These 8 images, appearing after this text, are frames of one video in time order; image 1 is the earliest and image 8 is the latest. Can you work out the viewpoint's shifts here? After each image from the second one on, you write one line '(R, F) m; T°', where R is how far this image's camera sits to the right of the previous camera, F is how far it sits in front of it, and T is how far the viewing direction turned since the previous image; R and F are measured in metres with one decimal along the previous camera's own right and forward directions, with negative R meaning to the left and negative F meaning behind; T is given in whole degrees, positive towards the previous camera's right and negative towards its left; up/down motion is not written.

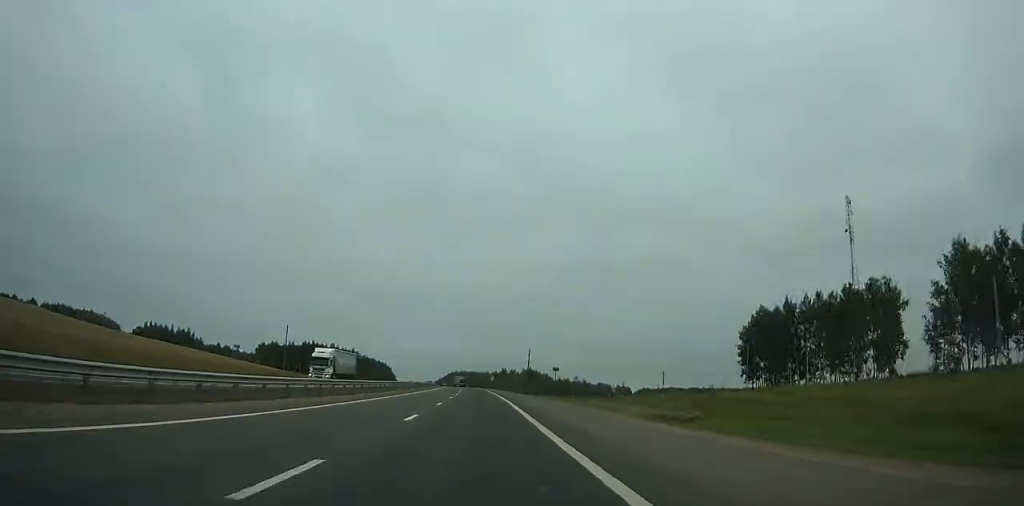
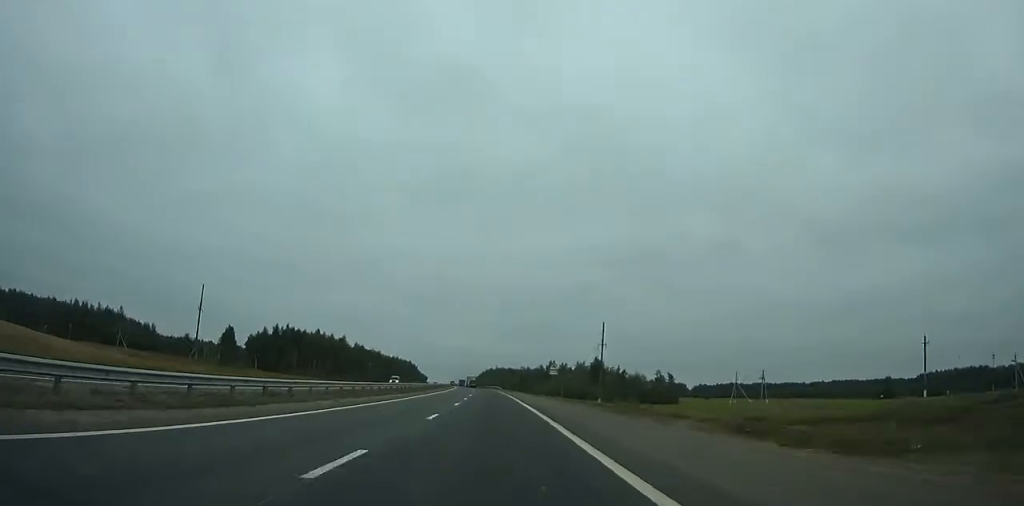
(-2.1, +94.4) m; -3°
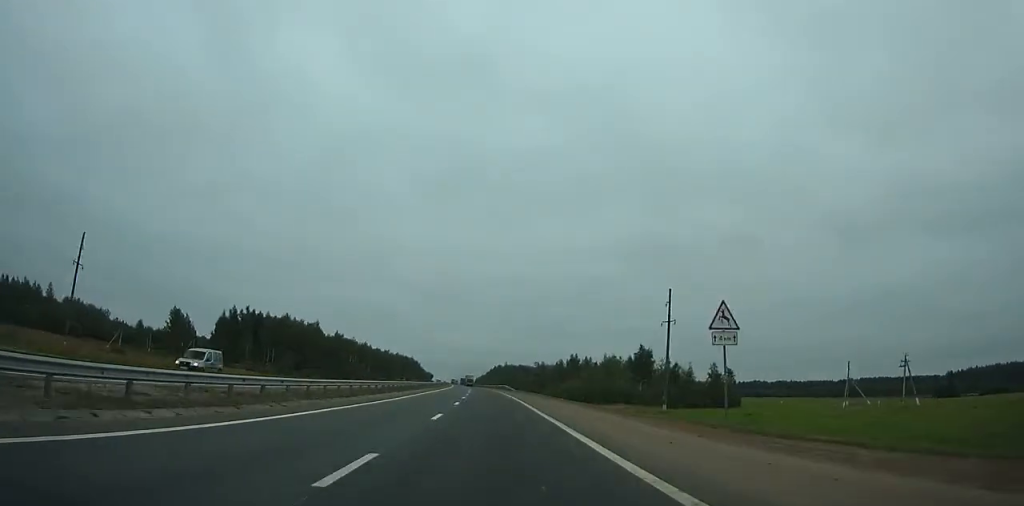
(-1.1, +47.4) m; -1°
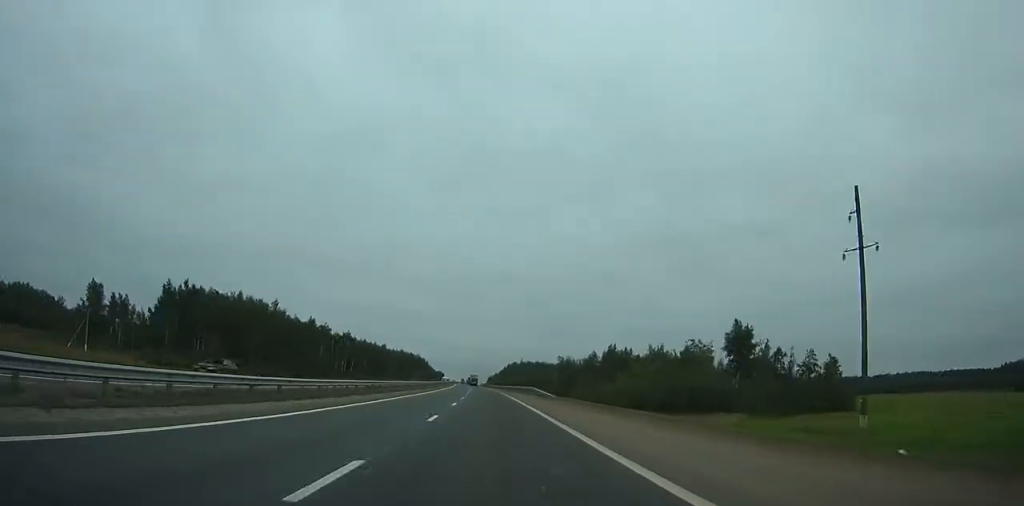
(-0.6, +47.9) m; -1°
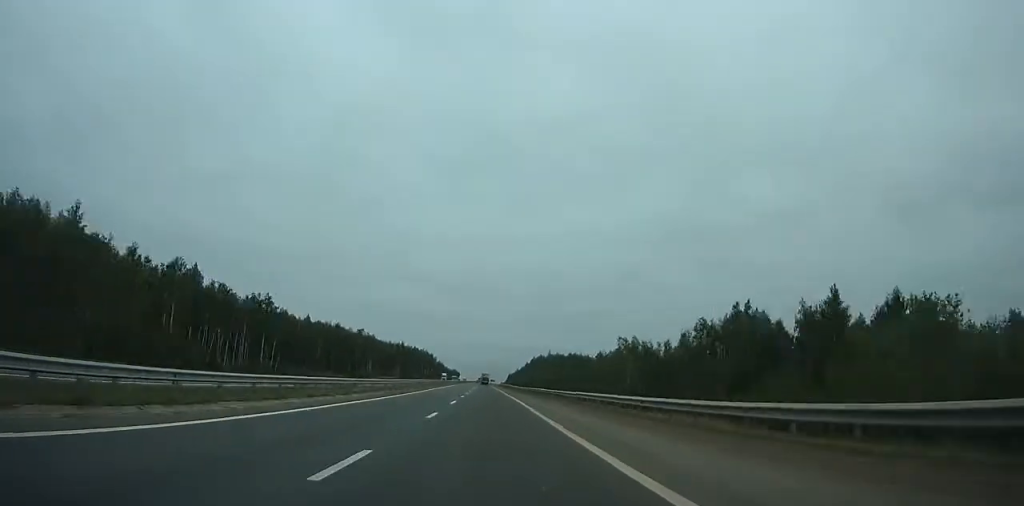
(-1.1, +80.9) m; -2°
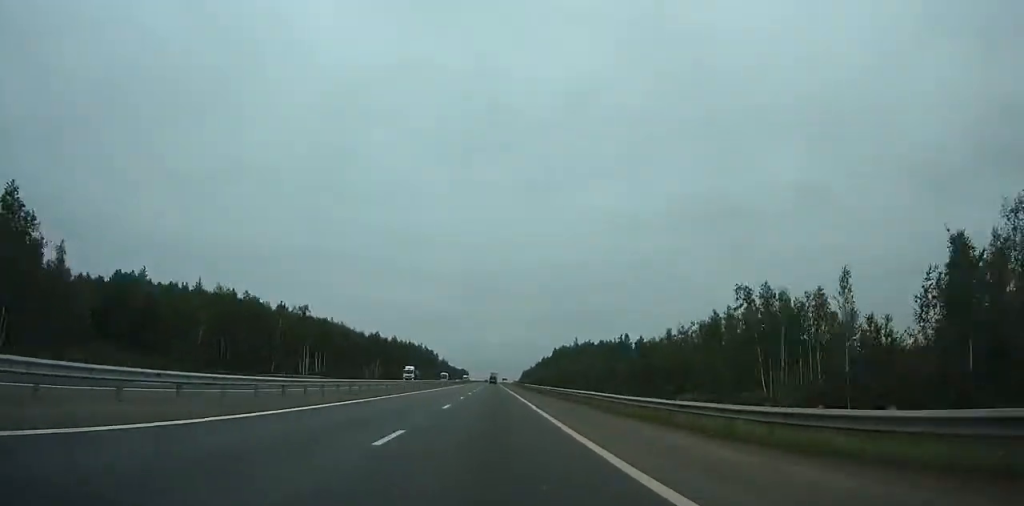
(-0.8, +68.0) m; -1°
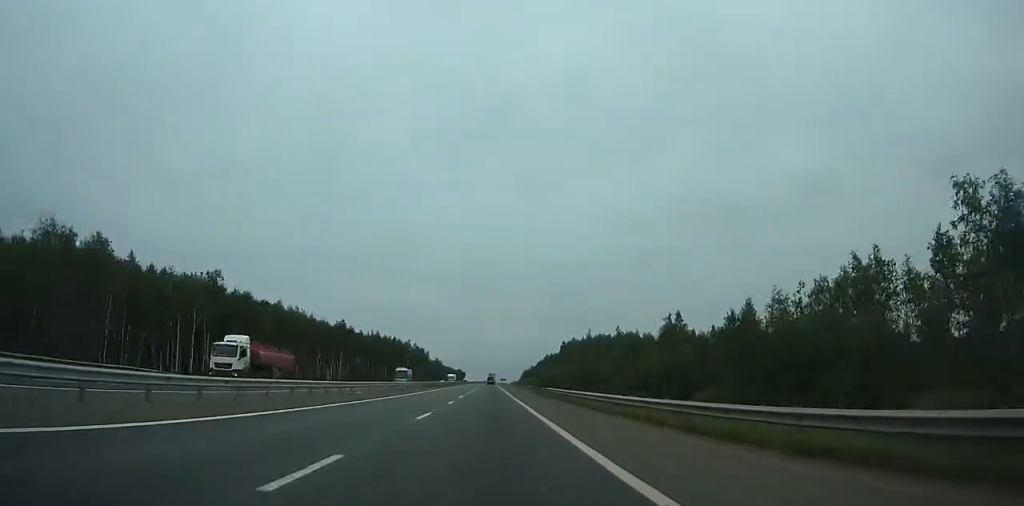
(-0.2, +42.6) m; 0°
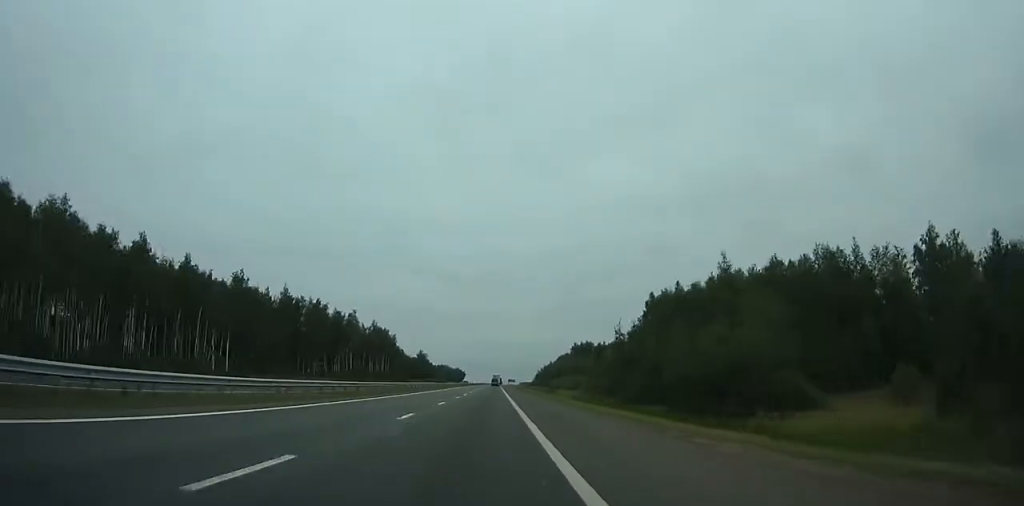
(-0.7, +131.9) m; -1°
